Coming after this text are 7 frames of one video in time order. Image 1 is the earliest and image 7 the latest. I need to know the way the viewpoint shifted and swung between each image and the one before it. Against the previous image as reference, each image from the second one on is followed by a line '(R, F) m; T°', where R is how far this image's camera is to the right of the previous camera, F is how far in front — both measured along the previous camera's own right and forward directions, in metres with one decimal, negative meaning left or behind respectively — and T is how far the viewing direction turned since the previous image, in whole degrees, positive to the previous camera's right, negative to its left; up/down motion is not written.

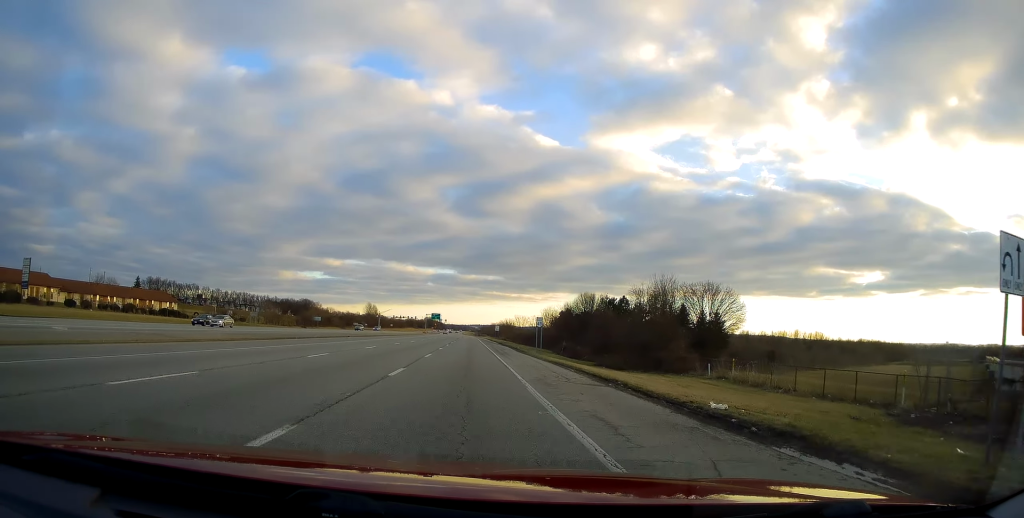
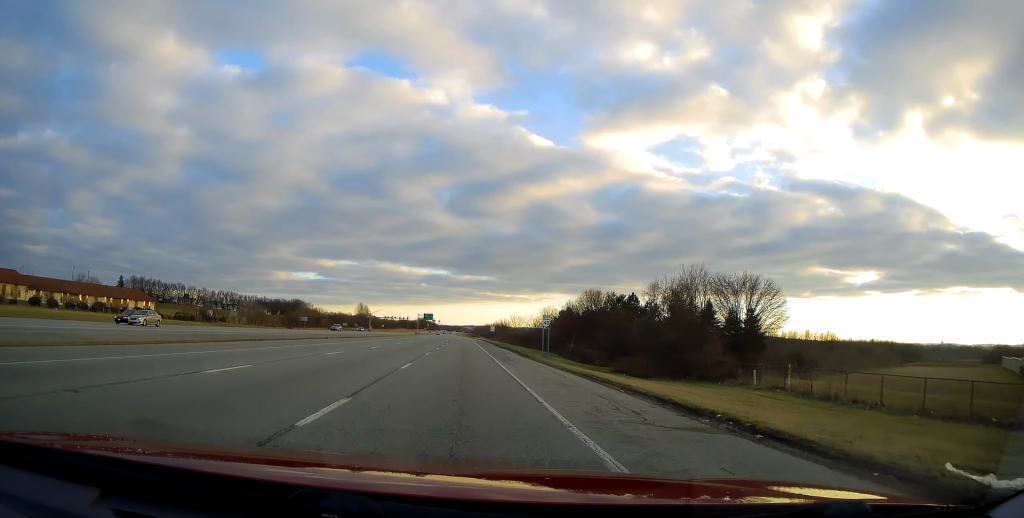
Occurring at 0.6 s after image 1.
(+0.3, +8.0) m; +1°
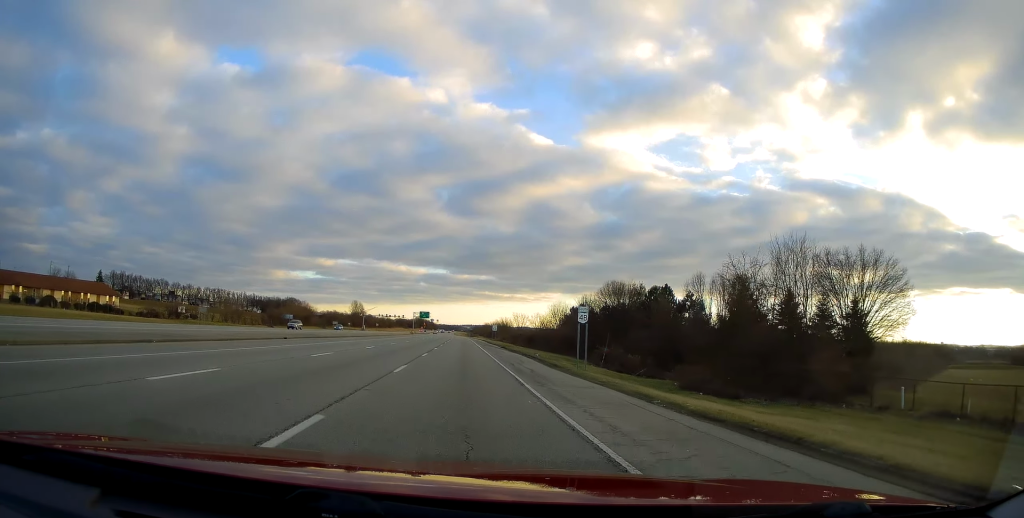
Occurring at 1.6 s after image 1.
(-0.4, +14.0) m; +2°
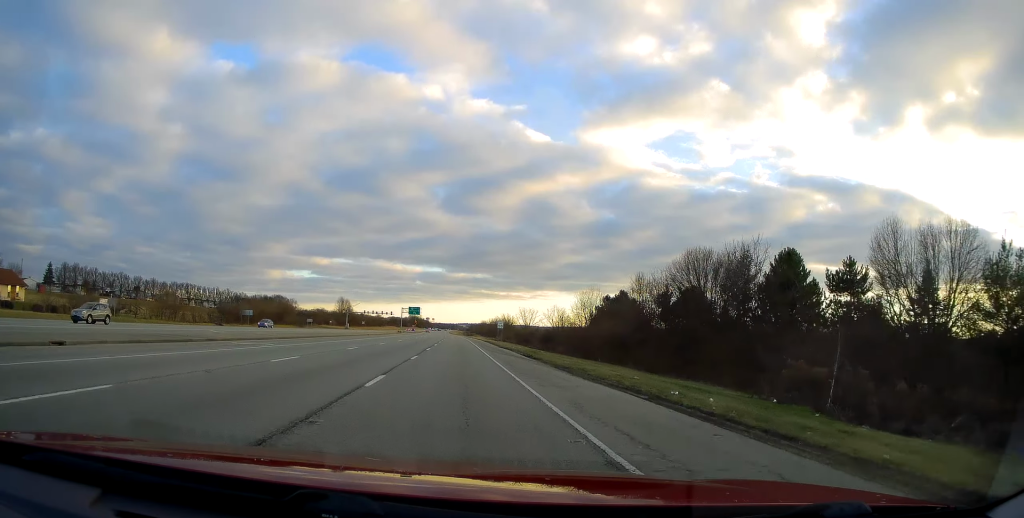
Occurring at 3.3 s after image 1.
(+1.4, +29.1) m; +6°
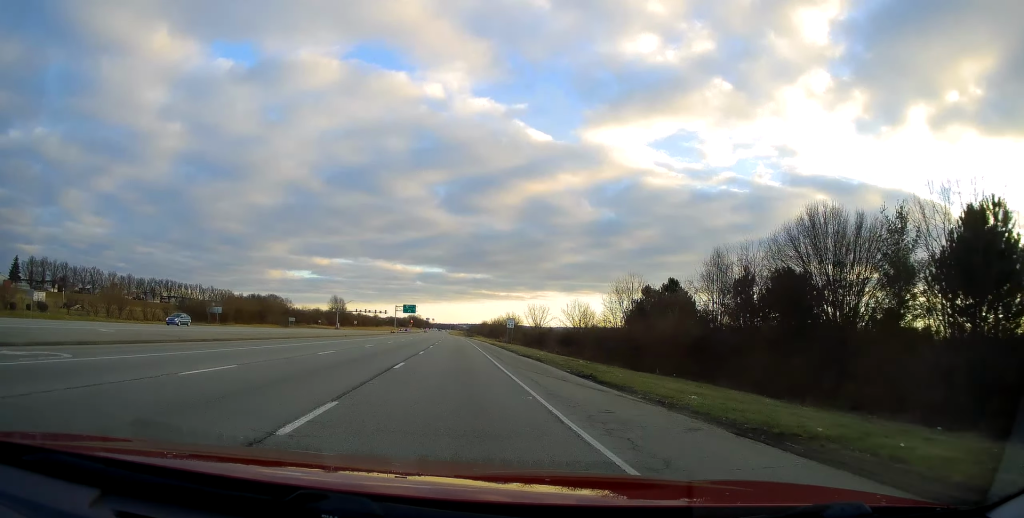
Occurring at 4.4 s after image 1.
(+1.1, +18.5) m; -1°
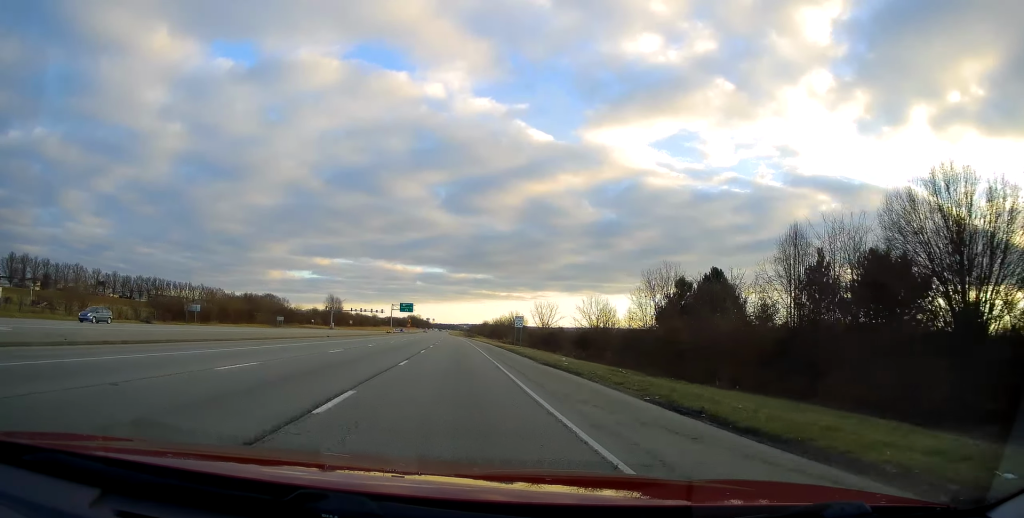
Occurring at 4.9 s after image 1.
(-0.7, +10.6) m; -1°
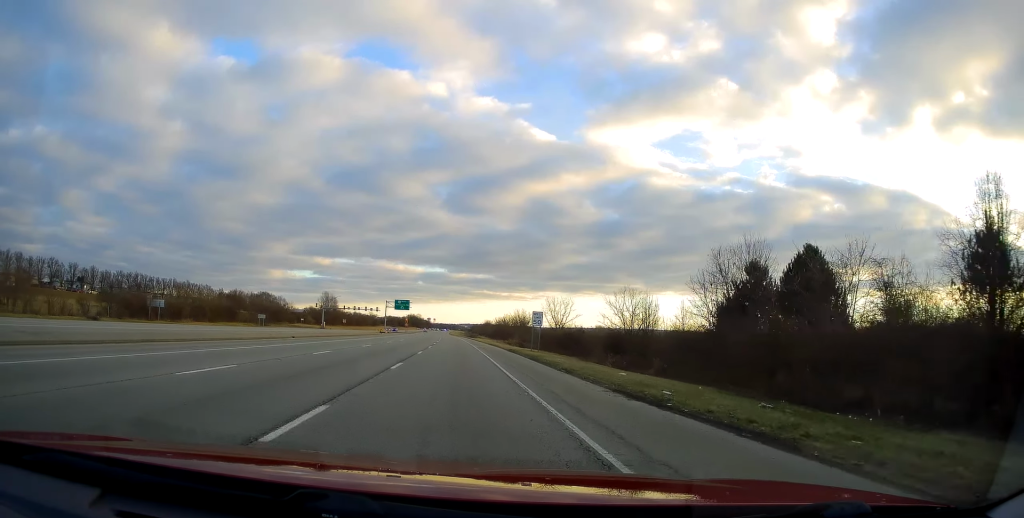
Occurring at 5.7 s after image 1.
(-0.5, +14.7) m; -1°
